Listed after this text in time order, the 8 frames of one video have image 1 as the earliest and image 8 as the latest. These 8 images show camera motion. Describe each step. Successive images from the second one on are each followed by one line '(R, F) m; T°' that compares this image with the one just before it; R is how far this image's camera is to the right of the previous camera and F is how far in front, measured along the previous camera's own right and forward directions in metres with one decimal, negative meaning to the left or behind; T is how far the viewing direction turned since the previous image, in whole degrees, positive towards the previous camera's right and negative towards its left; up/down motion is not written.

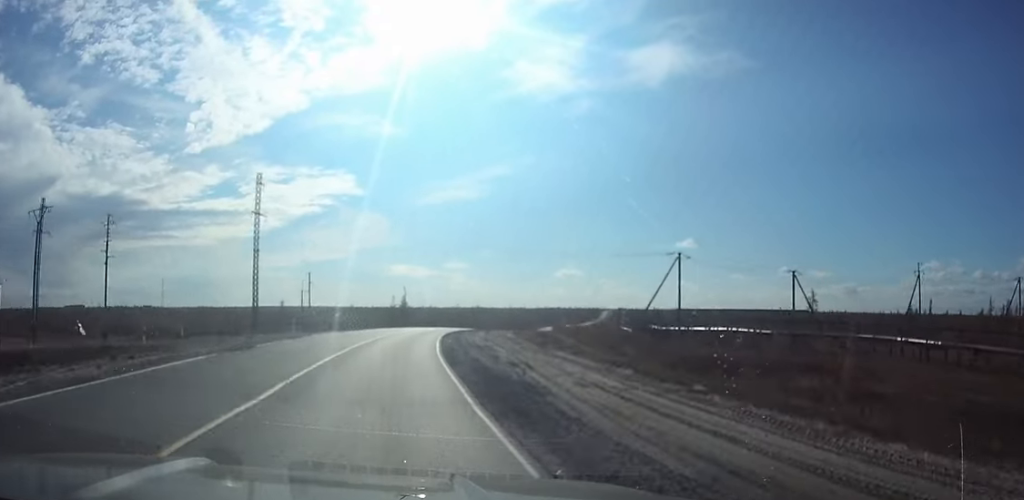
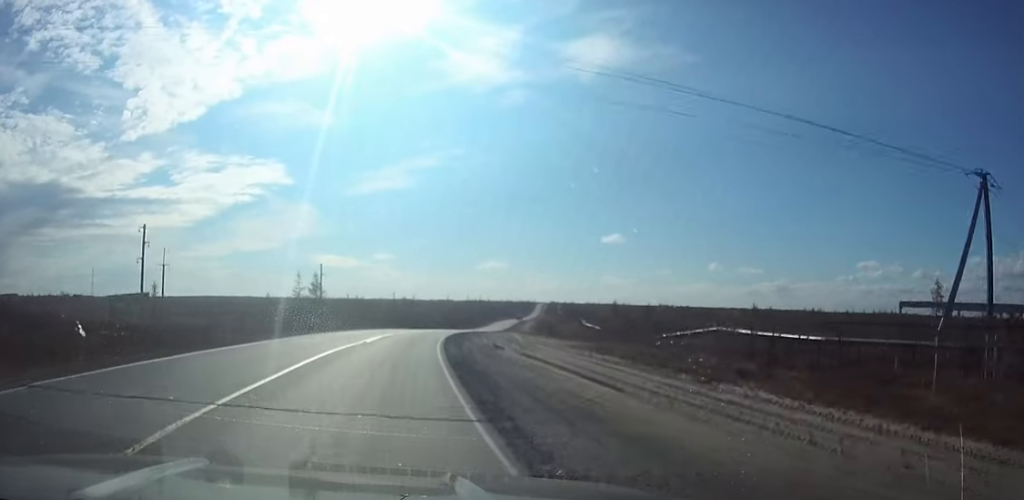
(+2.8, +50.1) m; +6°
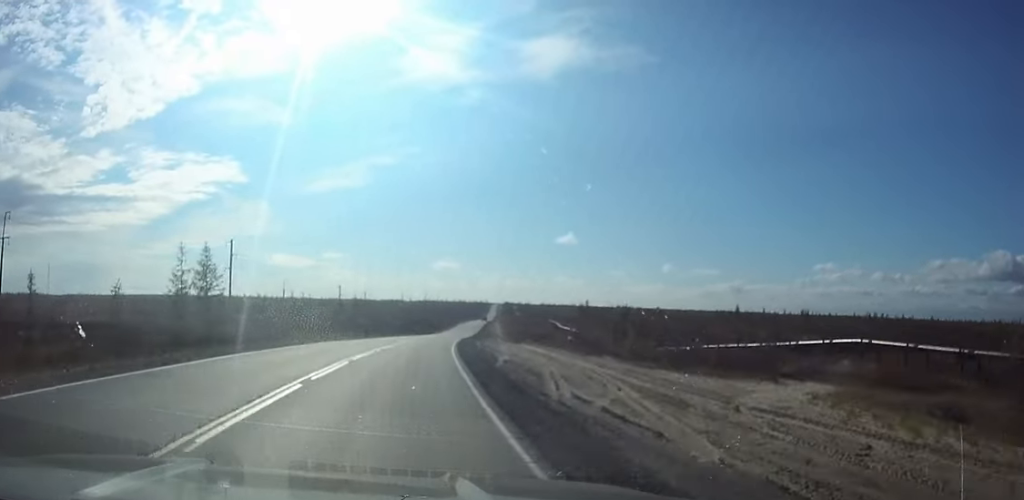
(+1.4, +33.1) m; +5°
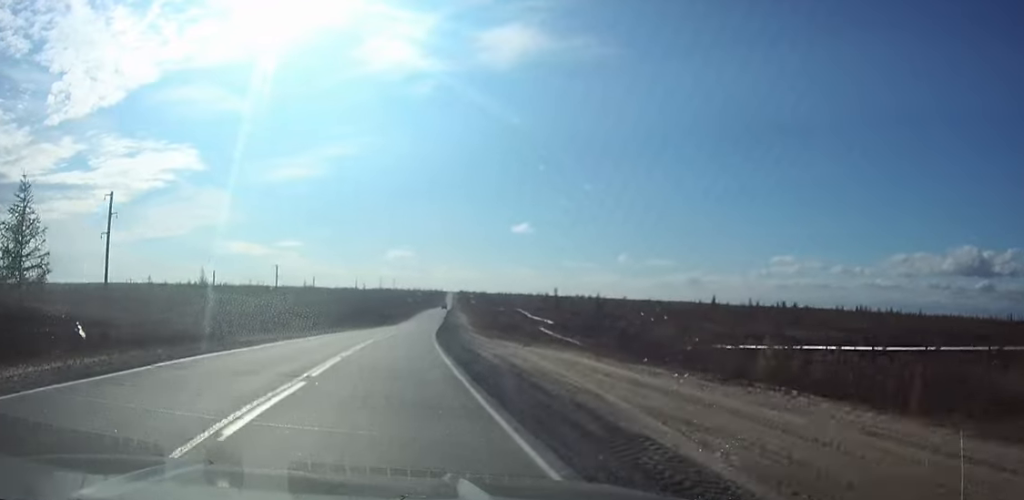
(+0.7, +22.4) m; +3°
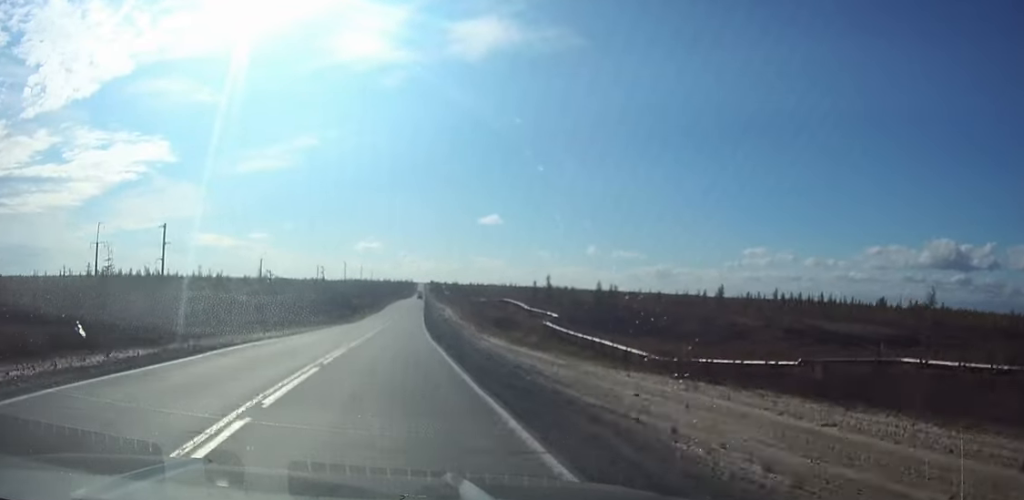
(+1.0, +40.3) m; +2°
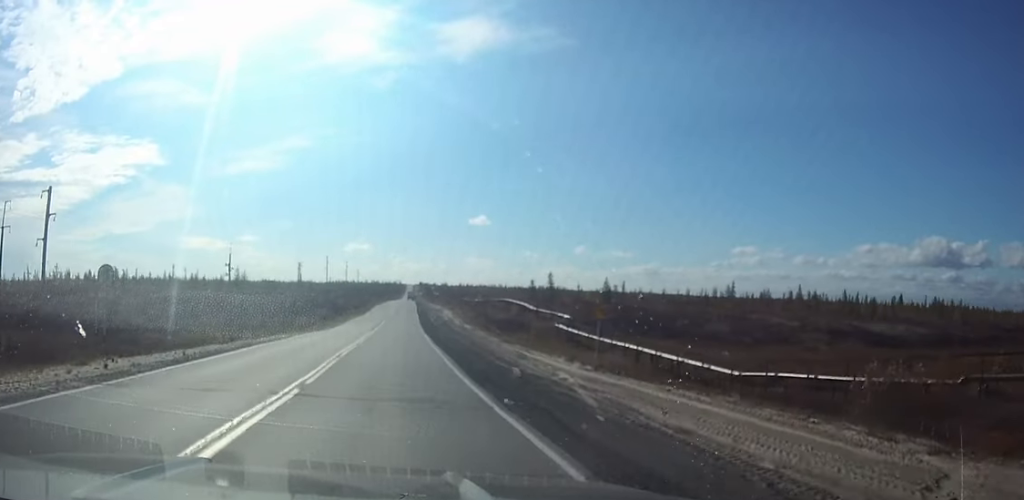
(+0.1, +21.1) m; +1°
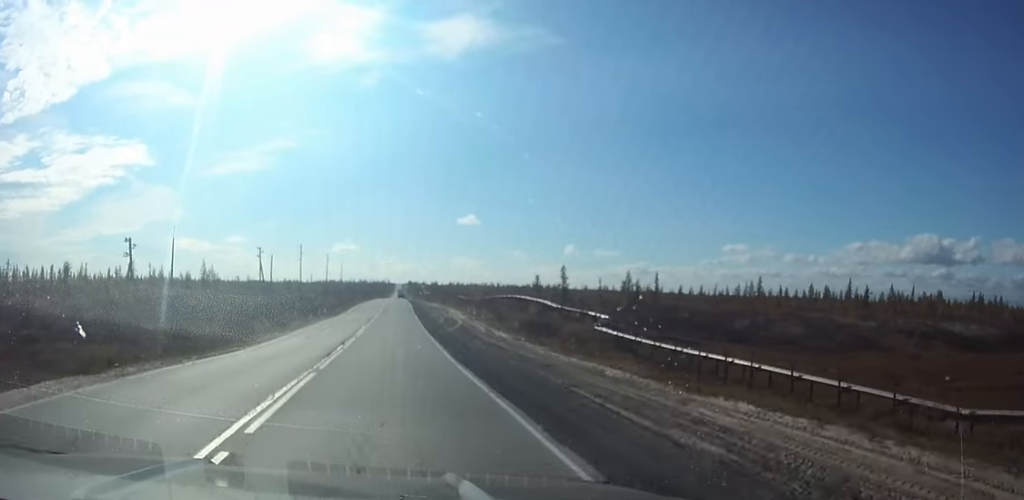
(+0.4, +32.4) m; +1°
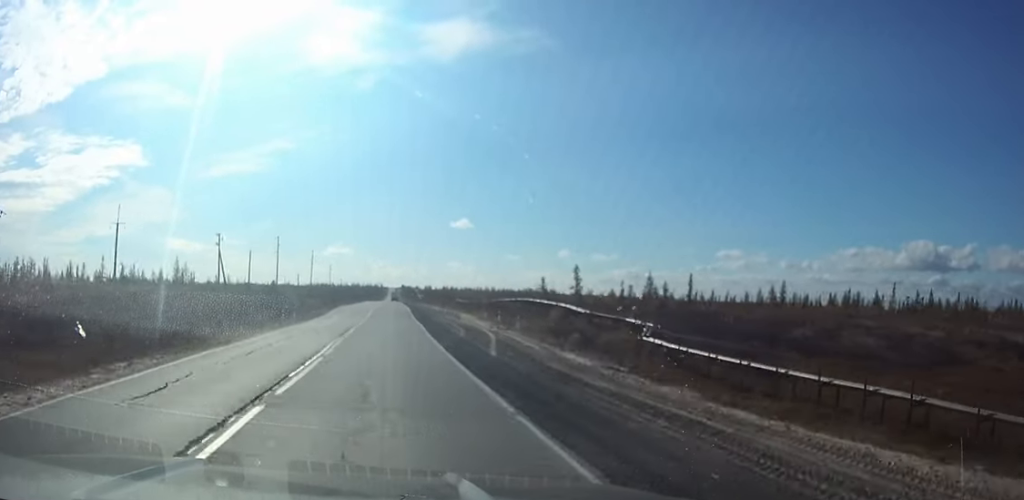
(+0.1, +20.6) m; 0°
